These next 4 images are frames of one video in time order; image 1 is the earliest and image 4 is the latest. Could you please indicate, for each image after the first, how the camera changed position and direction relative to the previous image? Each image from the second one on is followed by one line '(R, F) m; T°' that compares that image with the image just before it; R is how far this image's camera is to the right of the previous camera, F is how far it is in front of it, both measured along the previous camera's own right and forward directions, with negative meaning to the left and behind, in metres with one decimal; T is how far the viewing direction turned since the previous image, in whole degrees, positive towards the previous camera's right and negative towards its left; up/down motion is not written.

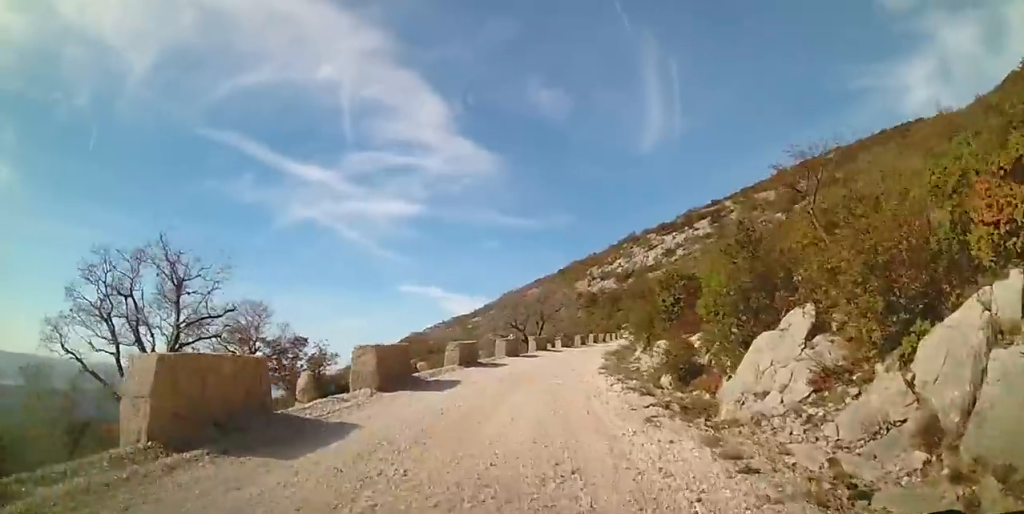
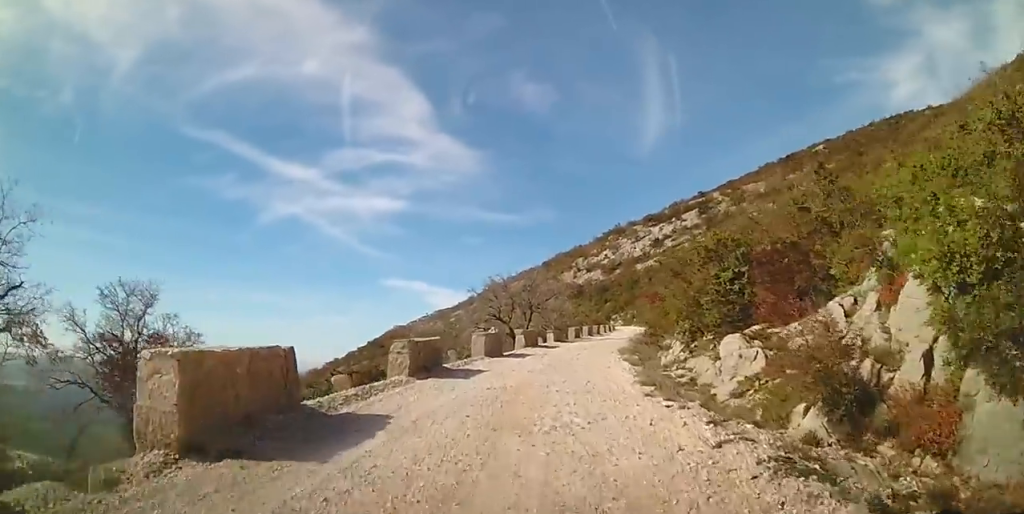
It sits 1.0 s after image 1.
(-0.3, +6.8) m; +3°
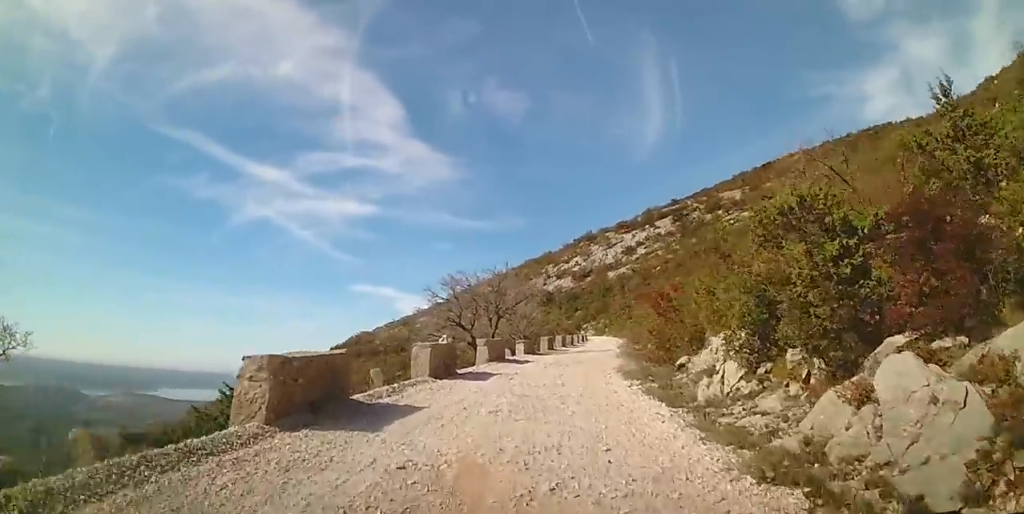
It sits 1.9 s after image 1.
(+0.5, +5.8) m; +4°
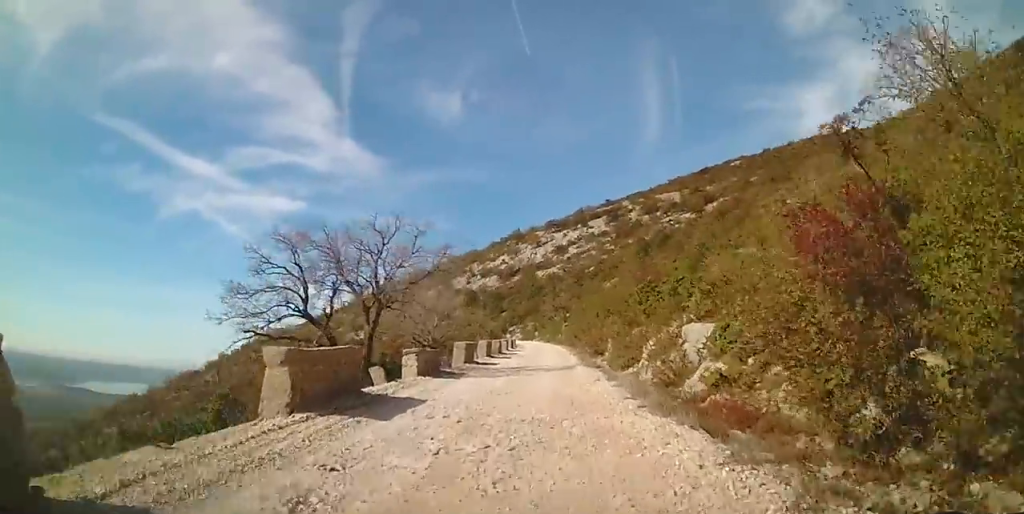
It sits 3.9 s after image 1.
(+1.2, +13.5) m; +10°
